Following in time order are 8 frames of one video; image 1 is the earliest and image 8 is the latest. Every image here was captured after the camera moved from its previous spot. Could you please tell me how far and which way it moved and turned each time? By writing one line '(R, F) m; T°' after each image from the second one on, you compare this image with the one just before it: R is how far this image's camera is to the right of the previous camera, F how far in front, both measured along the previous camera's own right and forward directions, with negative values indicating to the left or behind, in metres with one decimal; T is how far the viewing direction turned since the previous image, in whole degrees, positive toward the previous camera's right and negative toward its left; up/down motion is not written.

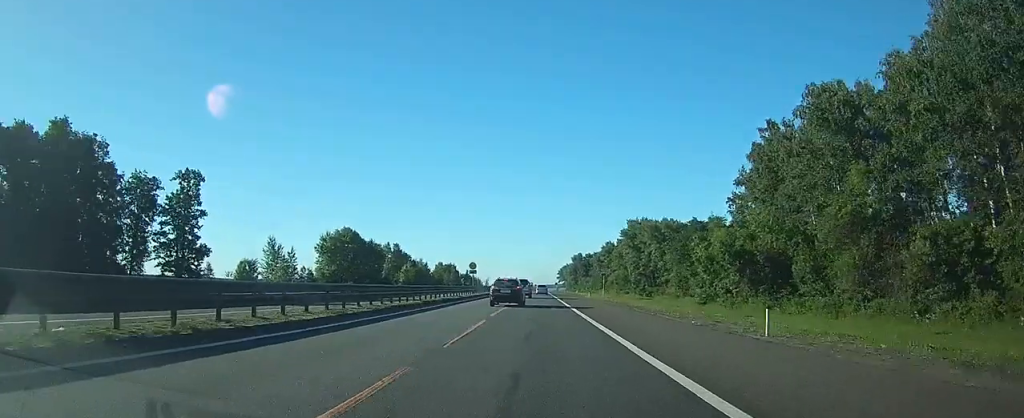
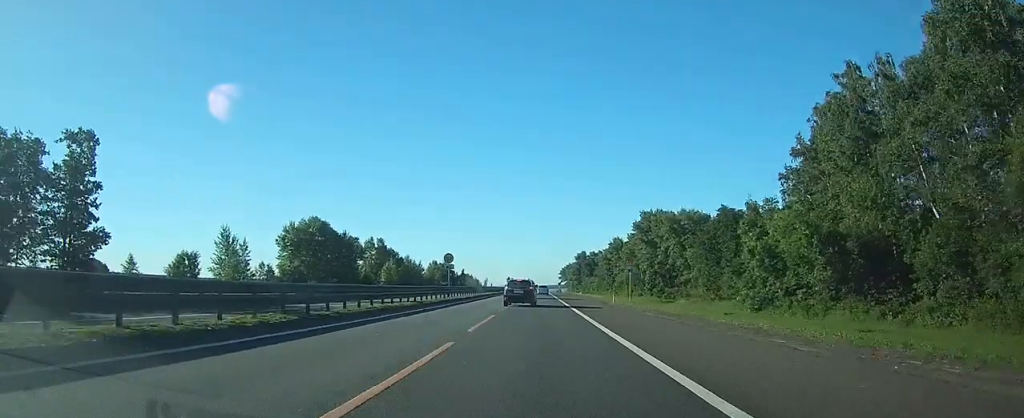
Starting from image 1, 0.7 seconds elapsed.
(0.0, +19.9) m; 0°
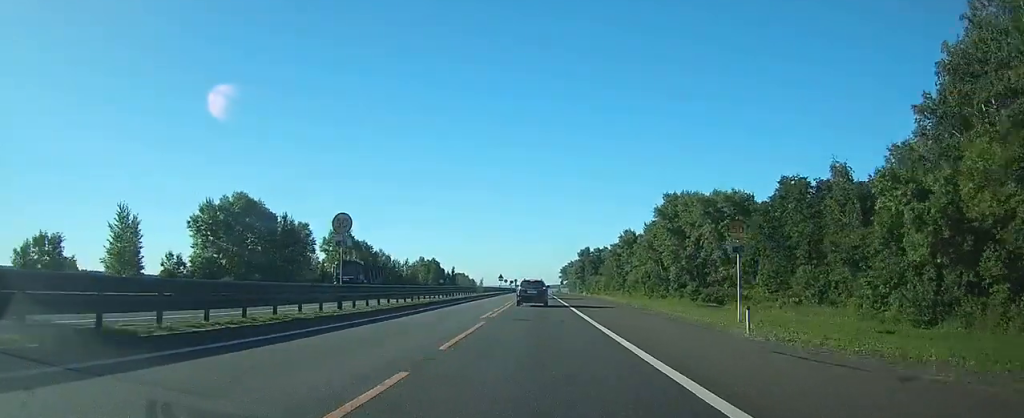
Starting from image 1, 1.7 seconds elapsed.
(0.0, +28.2) m; 0°
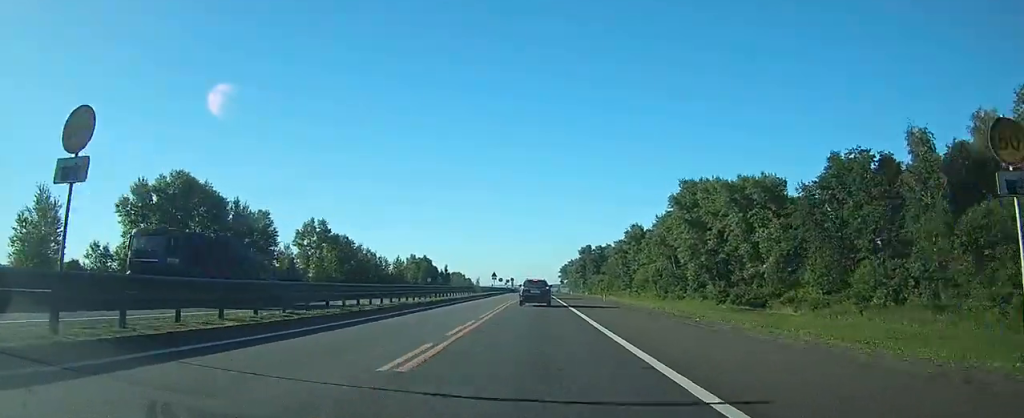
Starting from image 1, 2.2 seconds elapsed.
(0.0, +14.9) m; 0°
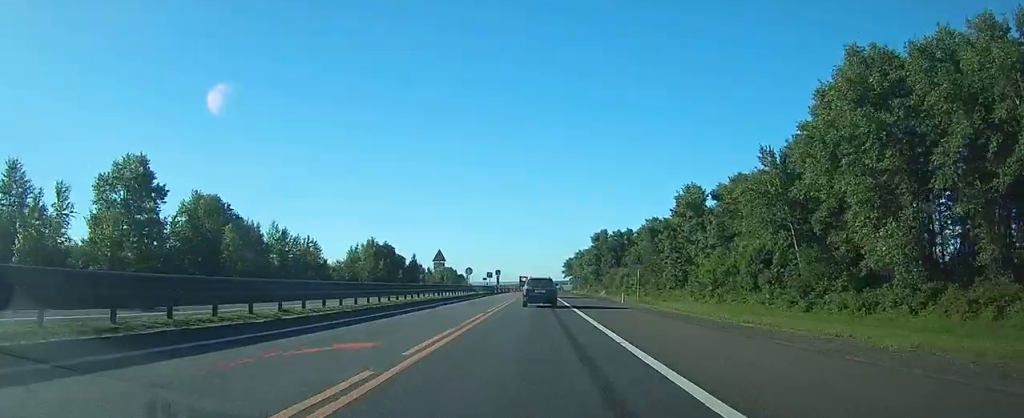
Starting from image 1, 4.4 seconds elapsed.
(-0.1, +60.0) m; 0°
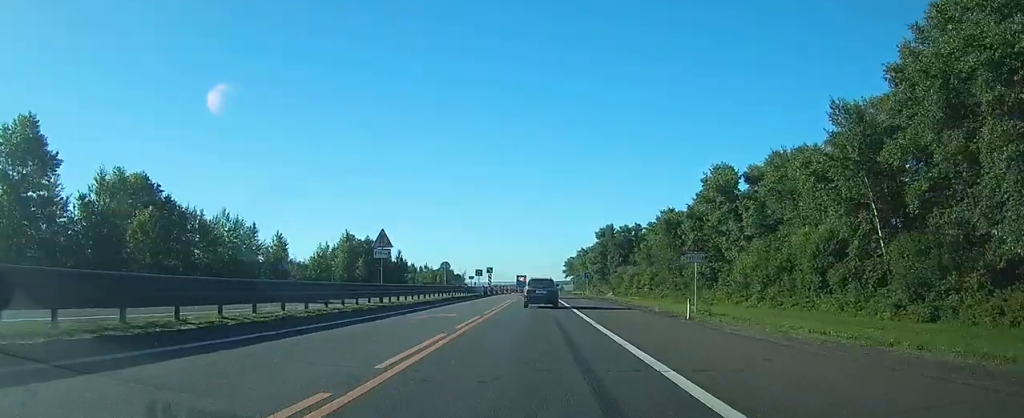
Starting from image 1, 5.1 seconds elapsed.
(0.0, +18.3) m; 0°
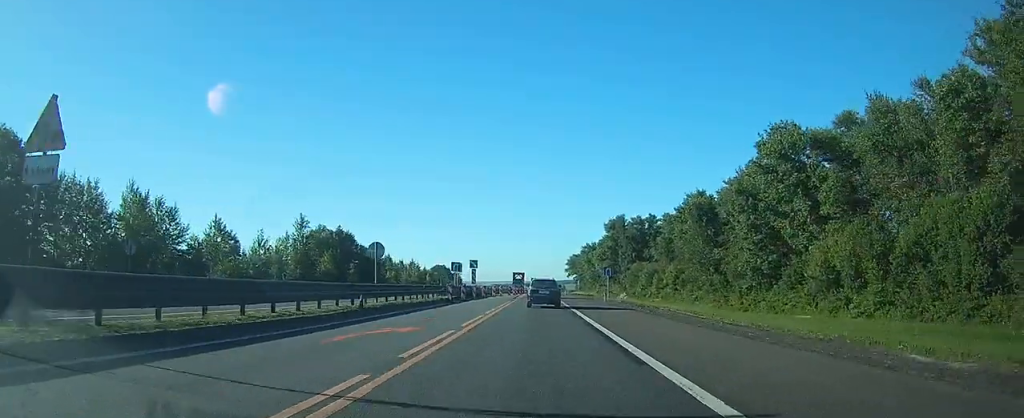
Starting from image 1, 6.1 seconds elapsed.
(0.0, +23.7) m; 0°
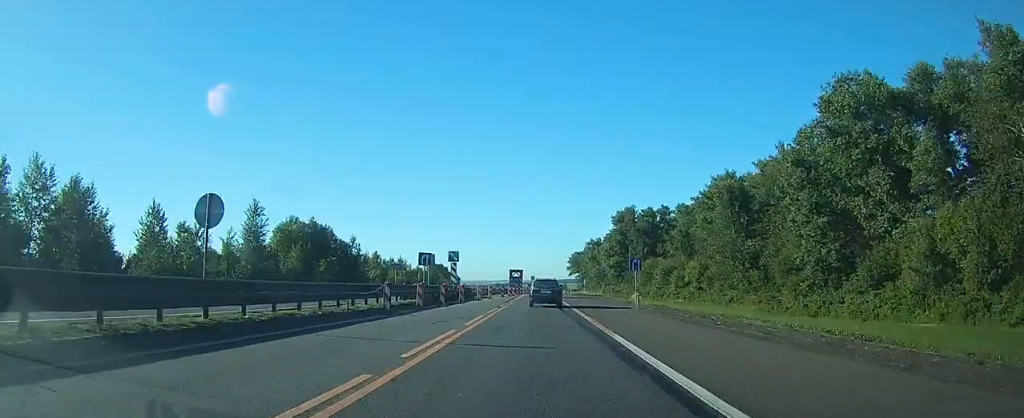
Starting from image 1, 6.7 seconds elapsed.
(0.0, +16.4) m; 0°
